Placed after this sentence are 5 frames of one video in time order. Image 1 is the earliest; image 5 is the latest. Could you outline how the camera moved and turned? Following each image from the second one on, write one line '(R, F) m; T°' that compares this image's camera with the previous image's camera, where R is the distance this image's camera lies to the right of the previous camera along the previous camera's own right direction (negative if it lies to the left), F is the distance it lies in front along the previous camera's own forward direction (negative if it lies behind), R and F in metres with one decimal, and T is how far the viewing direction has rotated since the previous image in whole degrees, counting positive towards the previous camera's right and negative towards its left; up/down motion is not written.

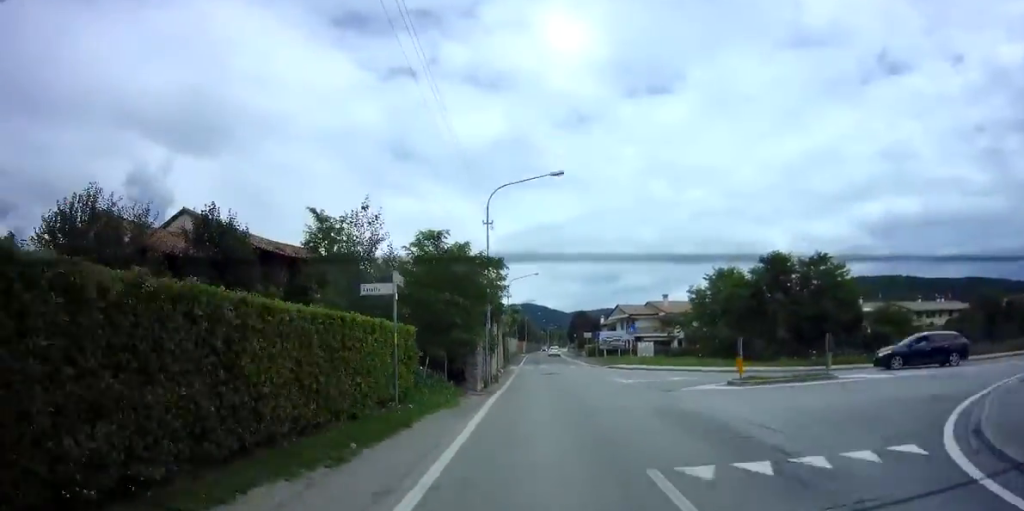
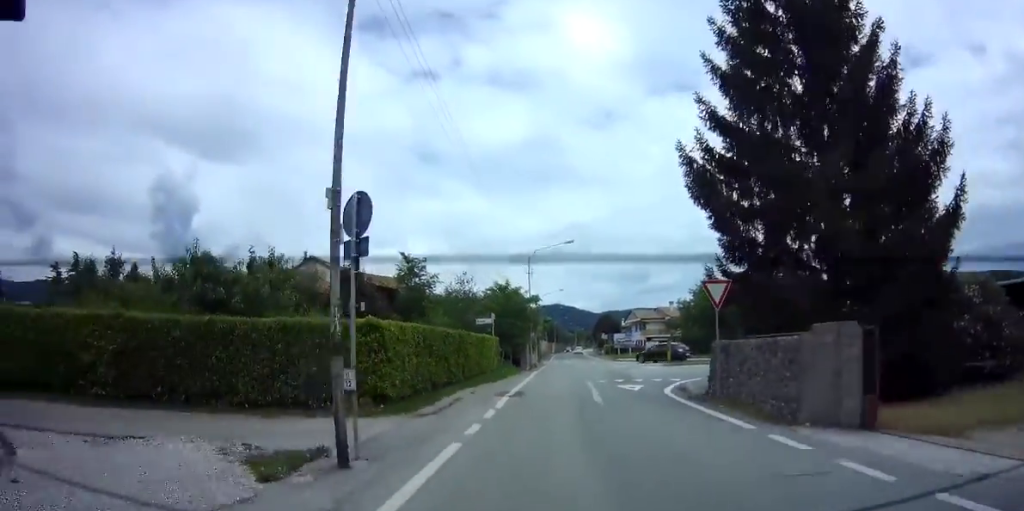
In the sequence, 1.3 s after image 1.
(-0.2, +15.4) m; -2°
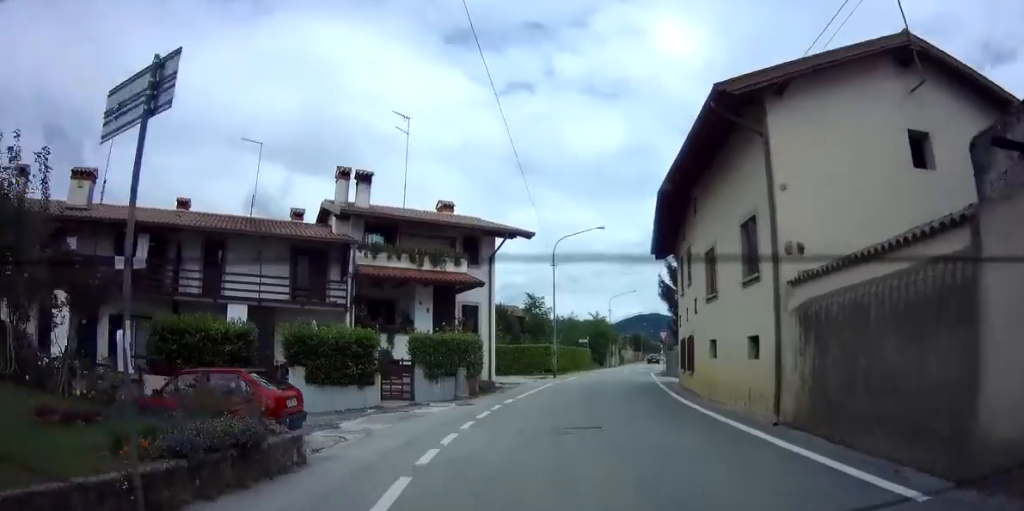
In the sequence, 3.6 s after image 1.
(-1.3, +25.4) m; -7°
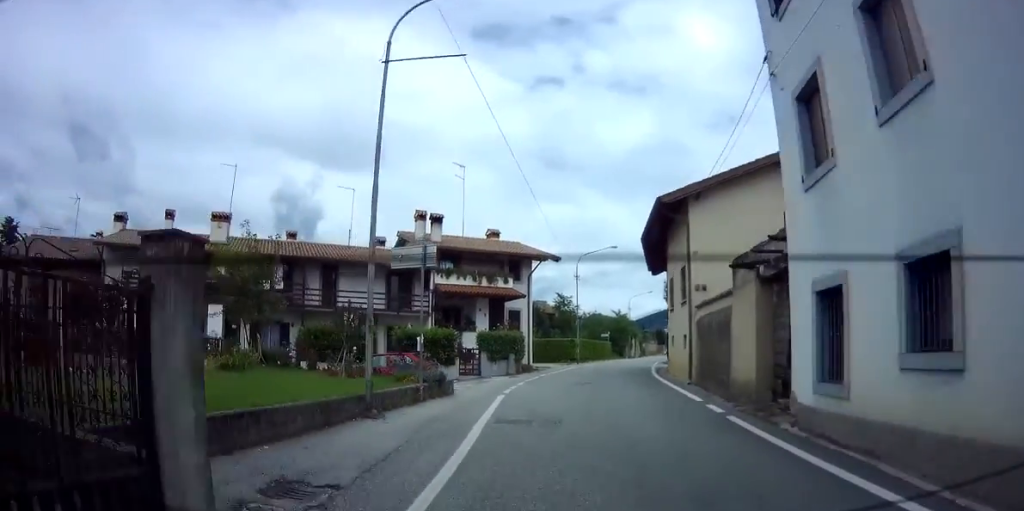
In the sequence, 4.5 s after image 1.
(-0.2, +8.8) m; -5°
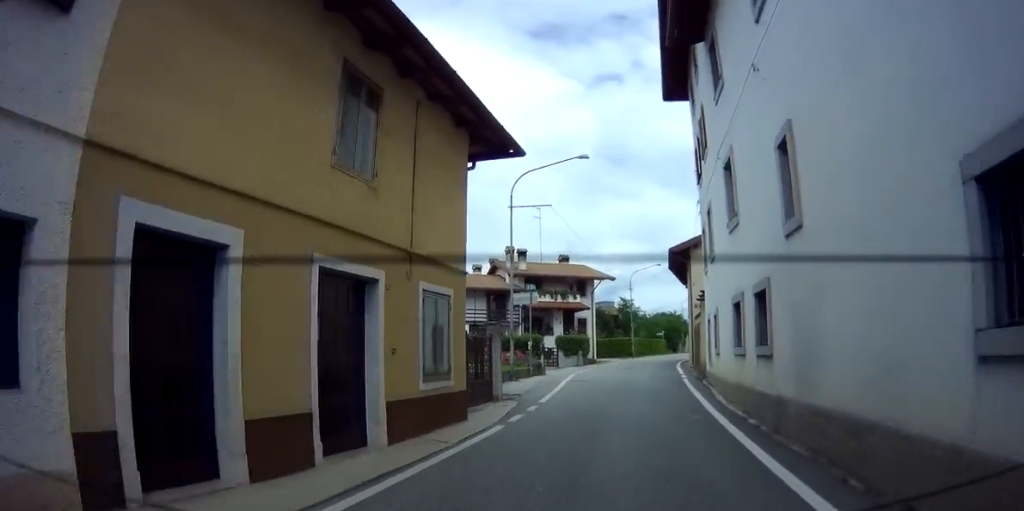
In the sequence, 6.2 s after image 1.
(-1.1, +11.0) m; -15°
